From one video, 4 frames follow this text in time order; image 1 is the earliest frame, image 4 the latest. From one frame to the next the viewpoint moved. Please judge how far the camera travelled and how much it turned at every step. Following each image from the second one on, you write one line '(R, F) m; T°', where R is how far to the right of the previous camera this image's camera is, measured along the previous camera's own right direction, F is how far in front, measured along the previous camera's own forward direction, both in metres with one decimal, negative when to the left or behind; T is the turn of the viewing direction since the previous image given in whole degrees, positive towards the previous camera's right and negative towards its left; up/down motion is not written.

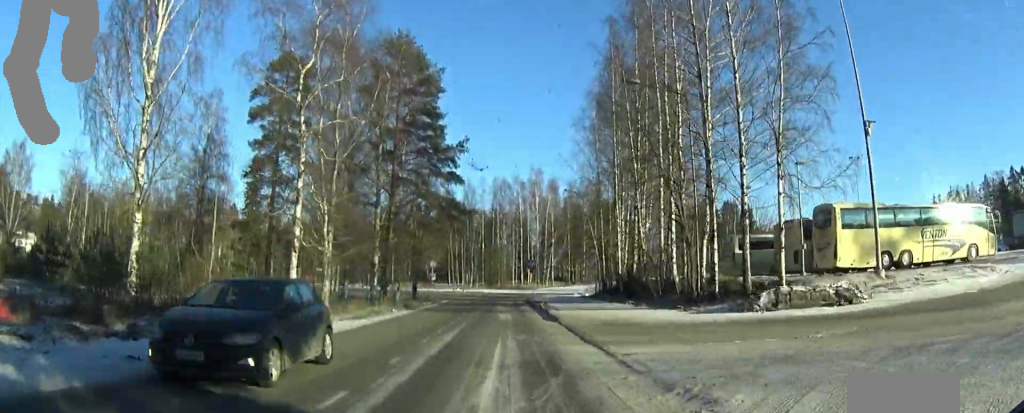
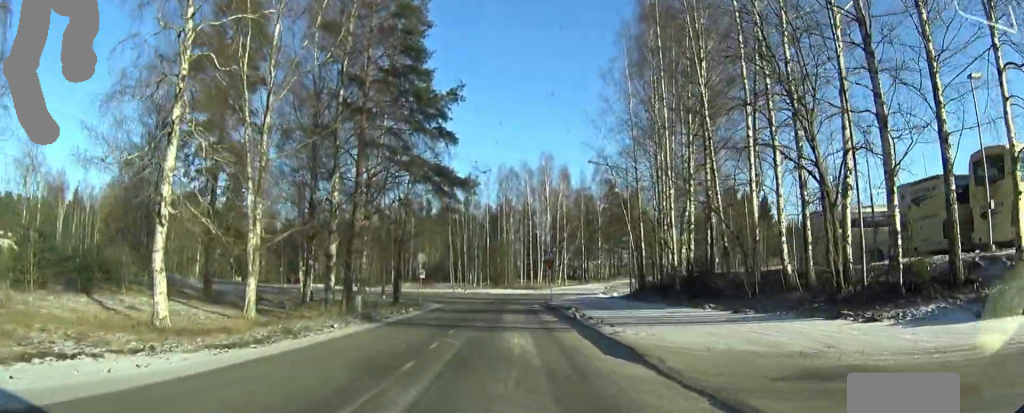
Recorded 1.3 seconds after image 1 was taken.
(-1.0, +12.0) m; -9°
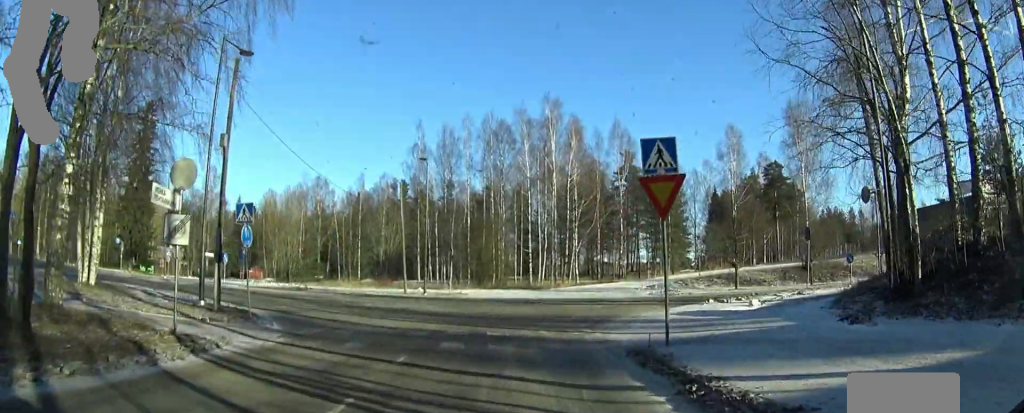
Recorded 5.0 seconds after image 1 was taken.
(+2.9, +31.7) m; +16°
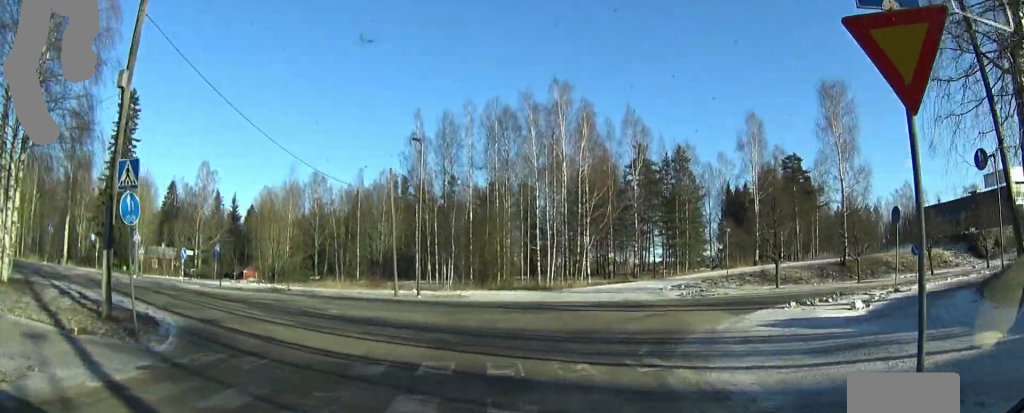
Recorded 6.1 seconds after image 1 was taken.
(+0.8, +6.5) m; -7°
